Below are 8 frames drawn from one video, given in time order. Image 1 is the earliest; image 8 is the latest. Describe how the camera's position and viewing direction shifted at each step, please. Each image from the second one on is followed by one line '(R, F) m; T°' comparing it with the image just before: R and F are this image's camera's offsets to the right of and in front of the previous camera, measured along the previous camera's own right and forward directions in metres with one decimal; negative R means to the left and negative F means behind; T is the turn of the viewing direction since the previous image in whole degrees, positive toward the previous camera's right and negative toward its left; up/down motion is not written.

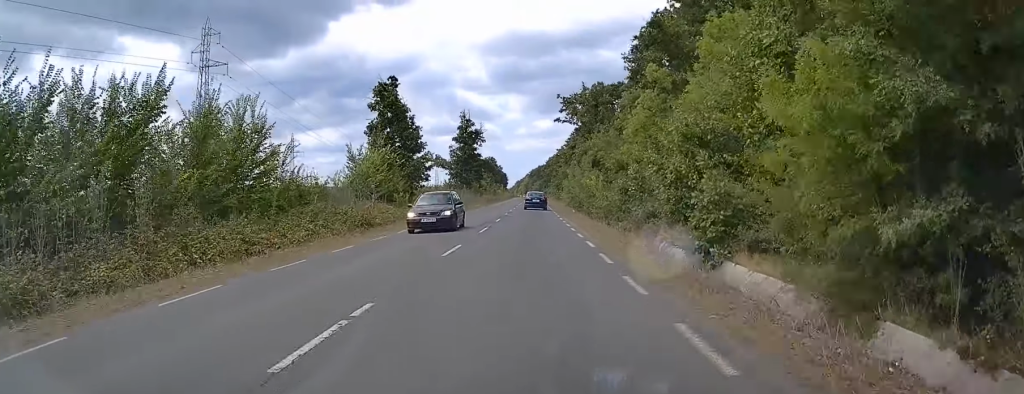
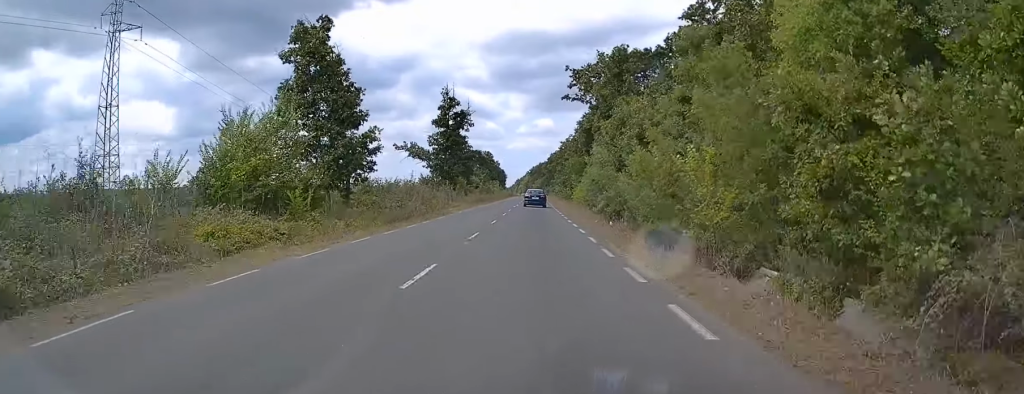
(0.0, +22.9) m; -1°
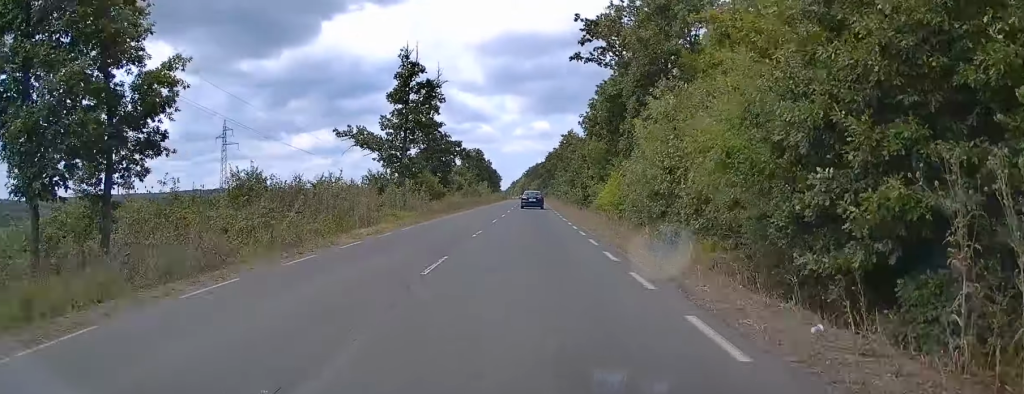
(-0.3, +24.8) m; 0°
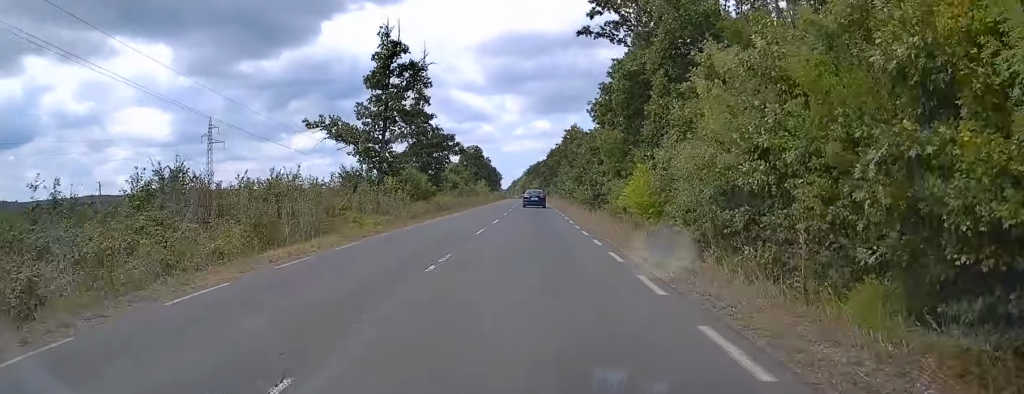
(+0.1, +8.6) m; +1°
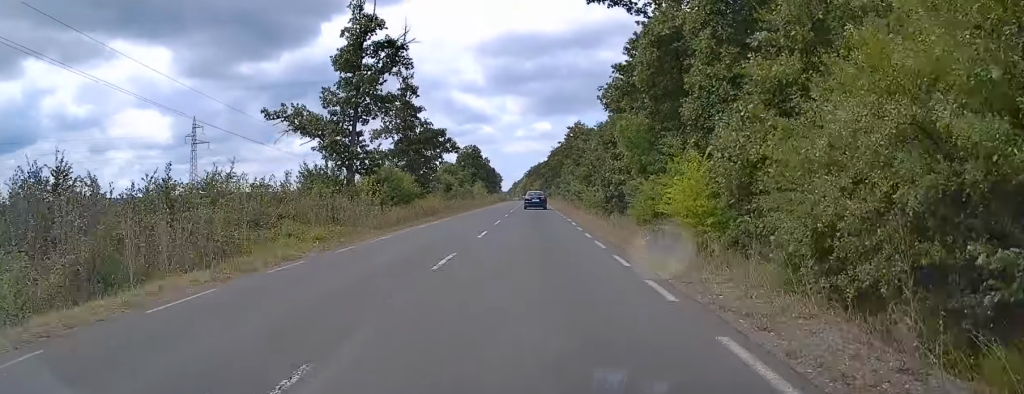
(+0.1, +8.6) m; 0°
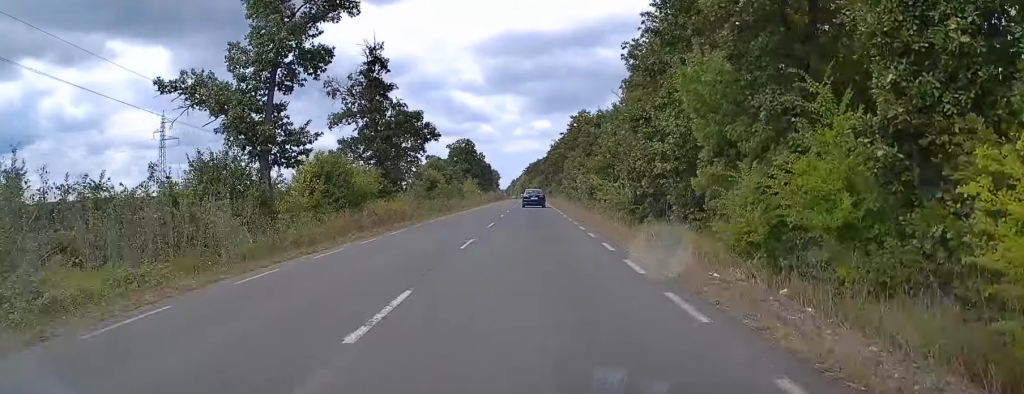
(0.0, +13.5) m; 0°
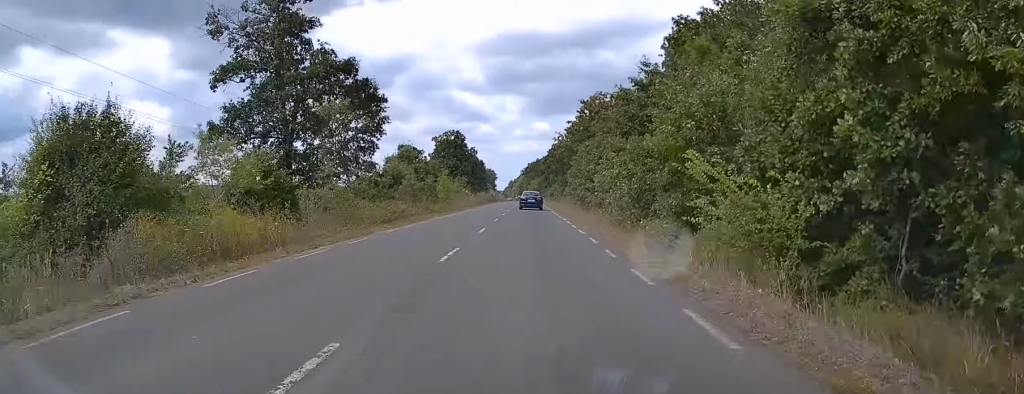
(-0.1, +21.1) m; 0°
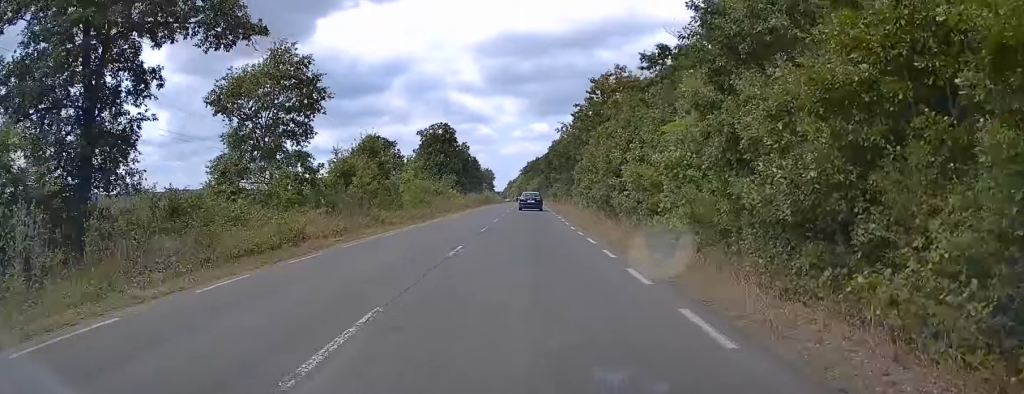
(+0.1, +16.3) m; 0°
